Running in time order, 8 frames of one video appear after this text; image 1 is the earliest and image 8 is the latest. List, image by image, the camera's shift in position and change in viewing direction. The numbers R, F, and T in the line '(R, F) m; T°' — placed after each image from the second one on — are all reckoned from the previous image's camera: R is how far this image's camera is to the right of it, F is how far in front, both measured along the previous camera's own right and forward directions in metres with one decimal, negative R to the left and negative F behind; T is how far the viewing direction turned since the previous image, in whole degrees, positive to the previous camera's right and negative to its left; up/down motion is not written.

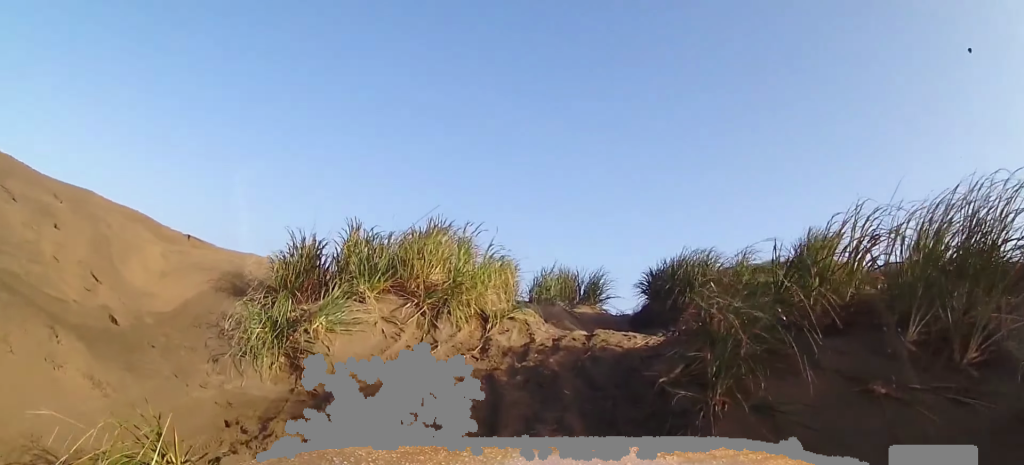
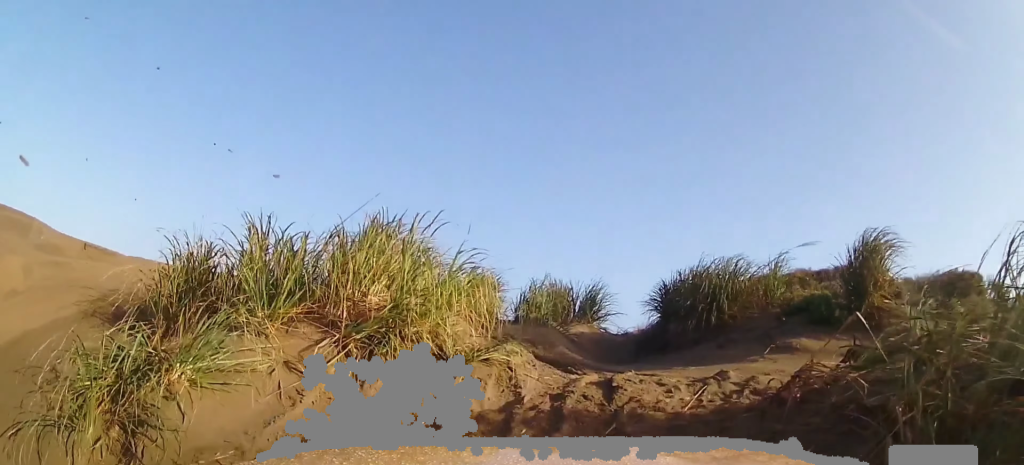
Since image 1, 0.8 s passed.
(-0.1, +3.2) m; -5°
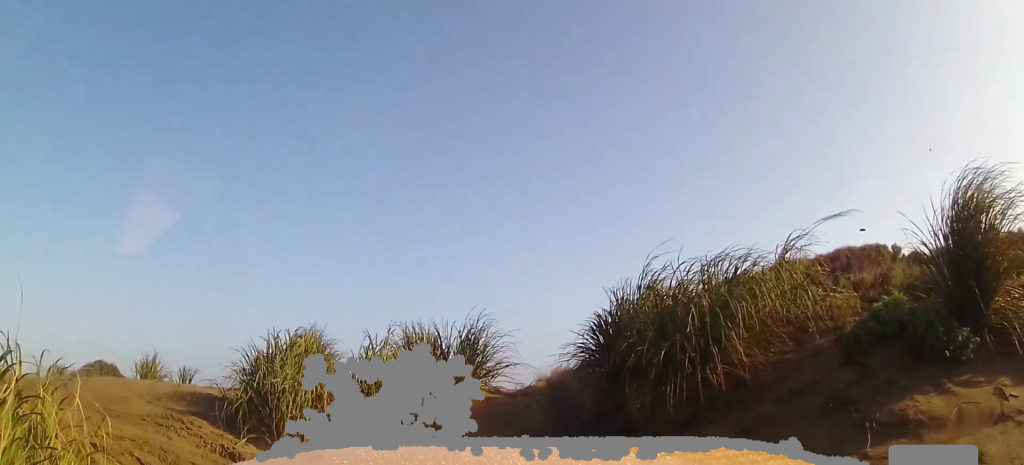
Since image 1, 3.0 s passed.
(0.0, +6.6) m; +3°
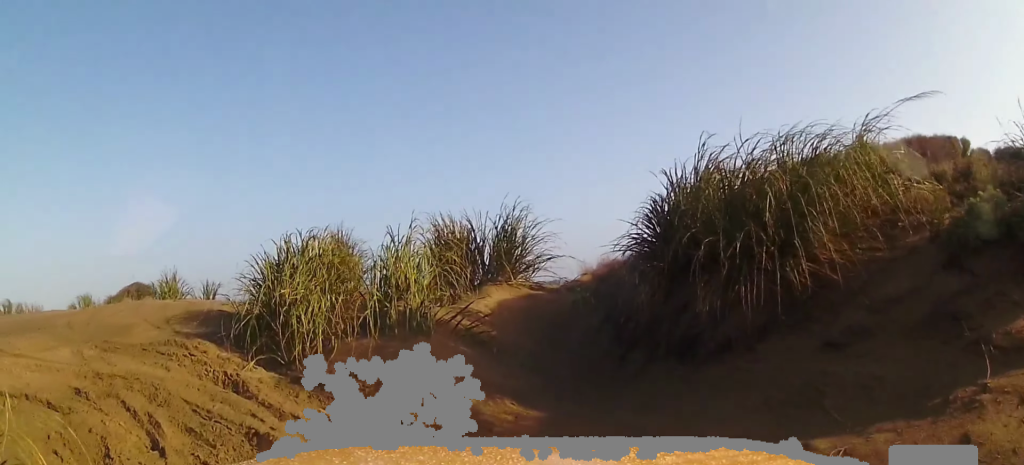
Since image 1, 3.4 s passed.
(0.0, +1.0) m; -4°
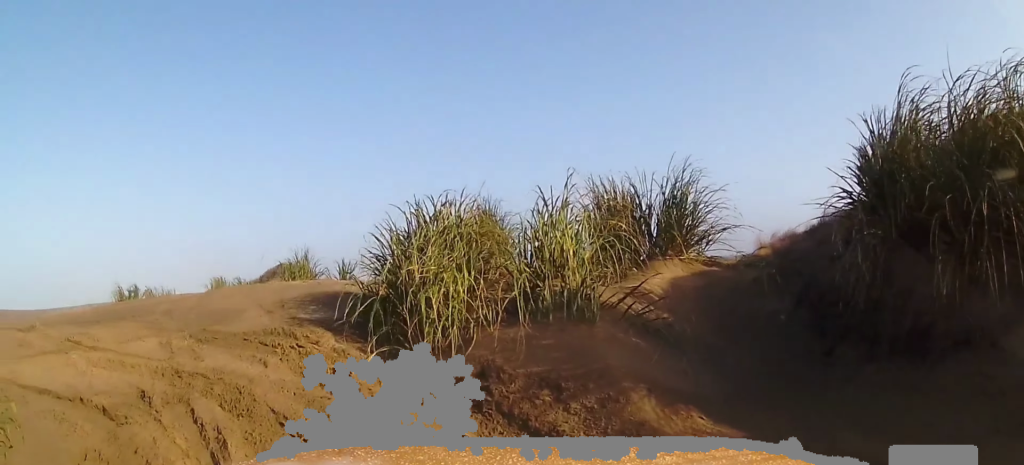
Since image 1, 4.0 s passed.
(-0.1, +1.2) m; -7°
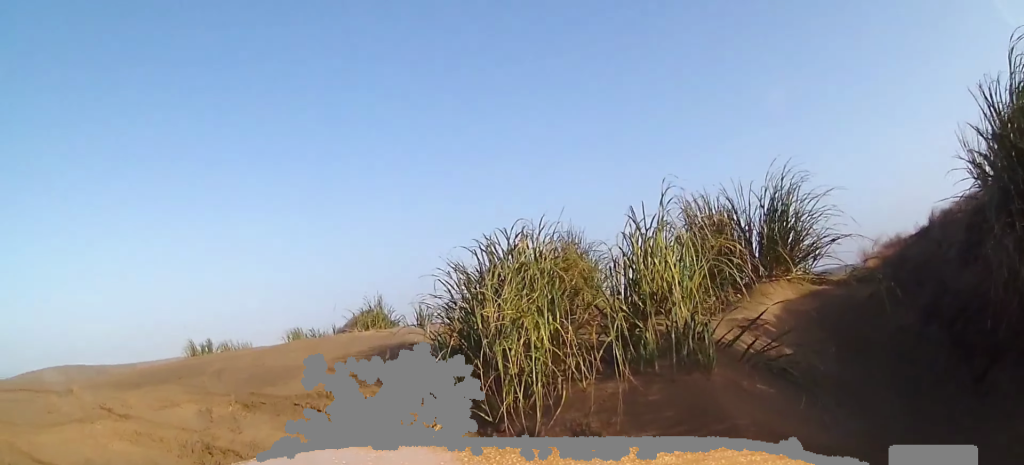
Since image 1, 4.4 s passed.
(-0.1, +1.0) m; -8°
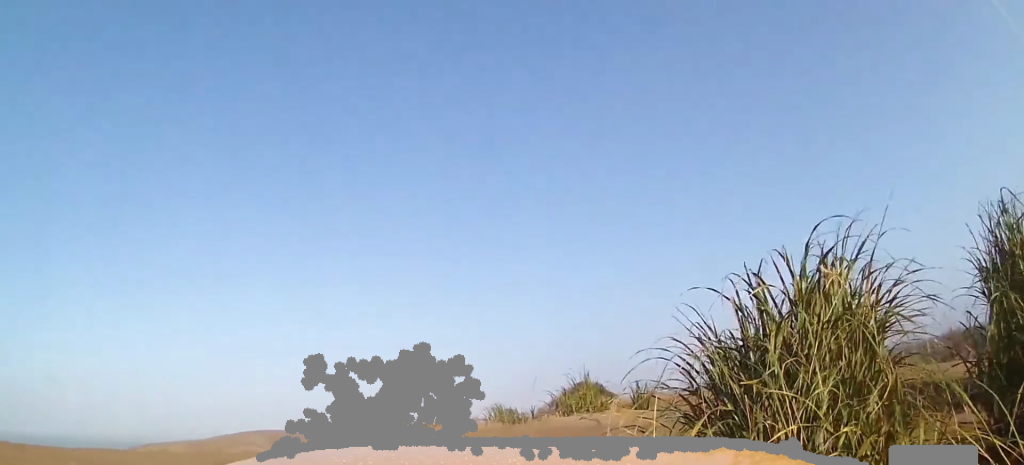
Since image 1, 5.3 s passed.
(-0.3, +2.3) m; -23°
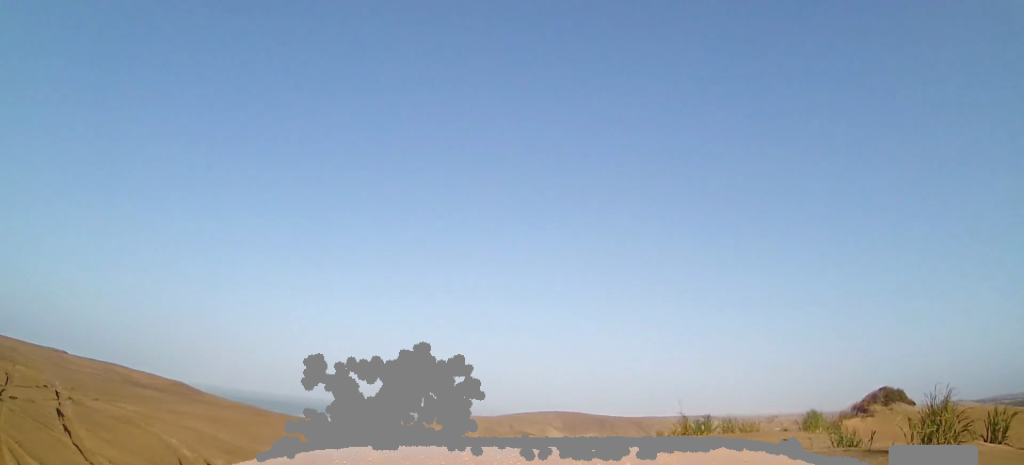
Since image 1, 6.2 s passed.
(-0.6, +2.4) m; -17°
